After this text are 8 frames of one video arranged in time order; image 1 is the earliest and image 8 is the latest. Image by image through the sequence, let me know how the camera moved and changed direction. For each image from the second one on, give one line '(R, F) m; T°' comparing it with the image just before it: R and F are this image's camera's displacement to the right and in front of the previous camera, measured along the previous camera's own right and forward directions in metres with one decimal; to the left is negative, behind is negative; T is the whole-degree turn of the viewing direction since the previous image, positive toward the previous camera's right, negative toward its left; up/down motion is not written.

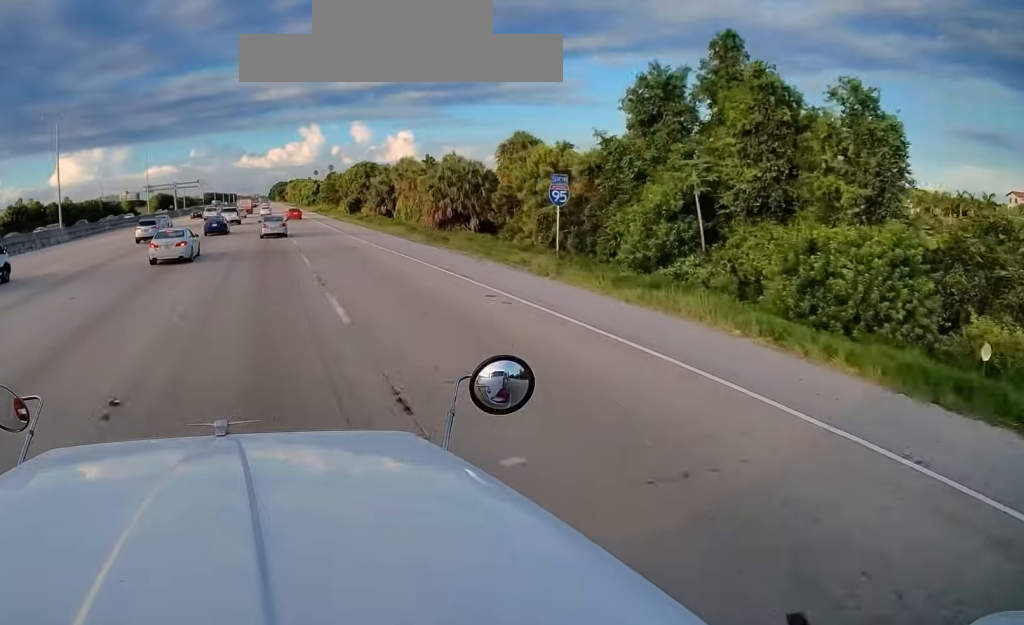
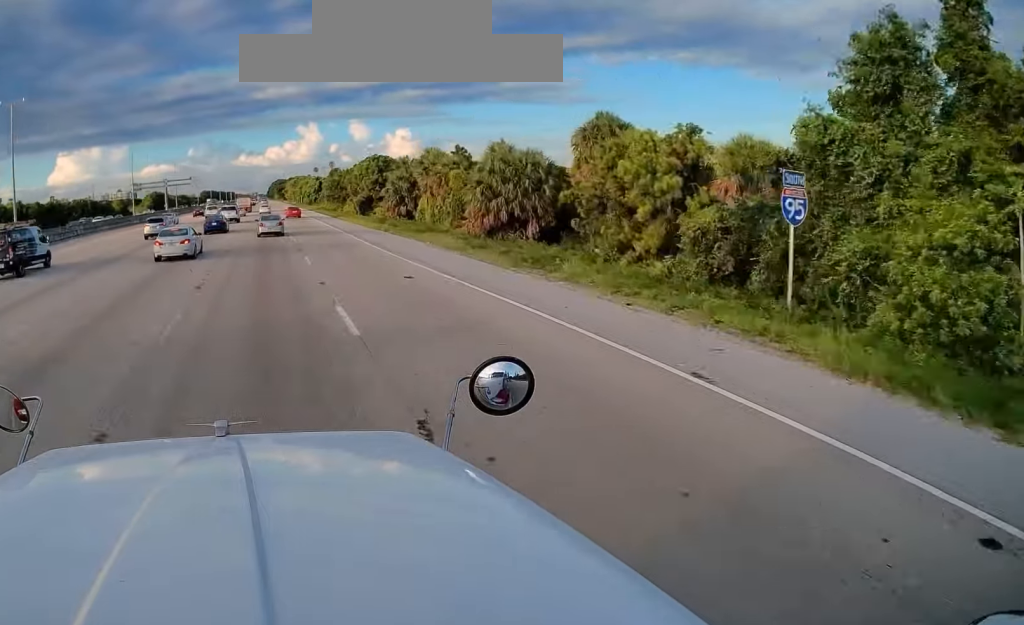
(-0.2, +13.1) m; 0°
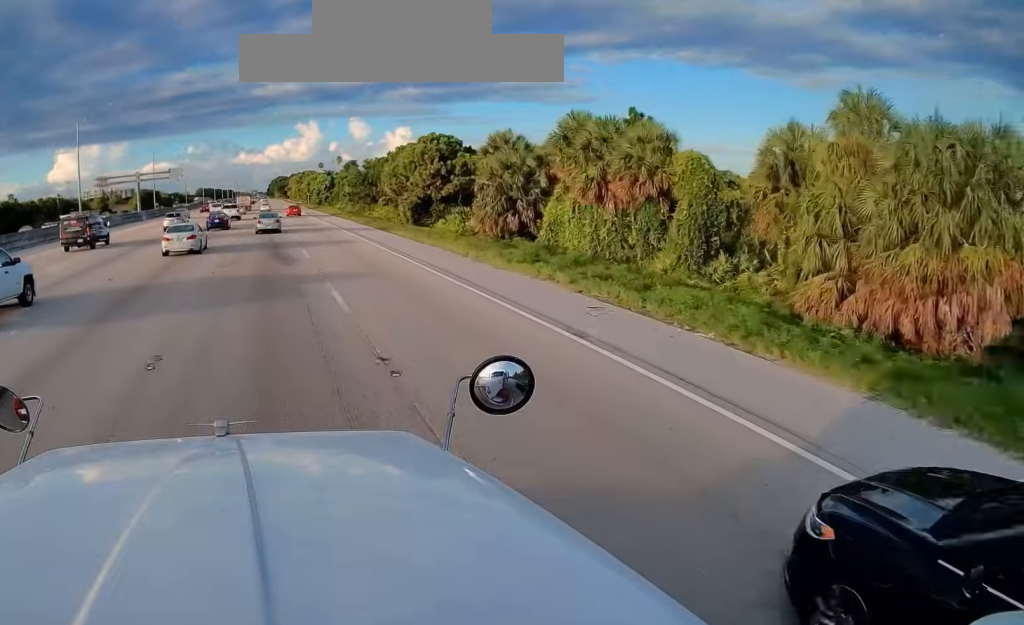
(+0.2, +32.6) m; 0°
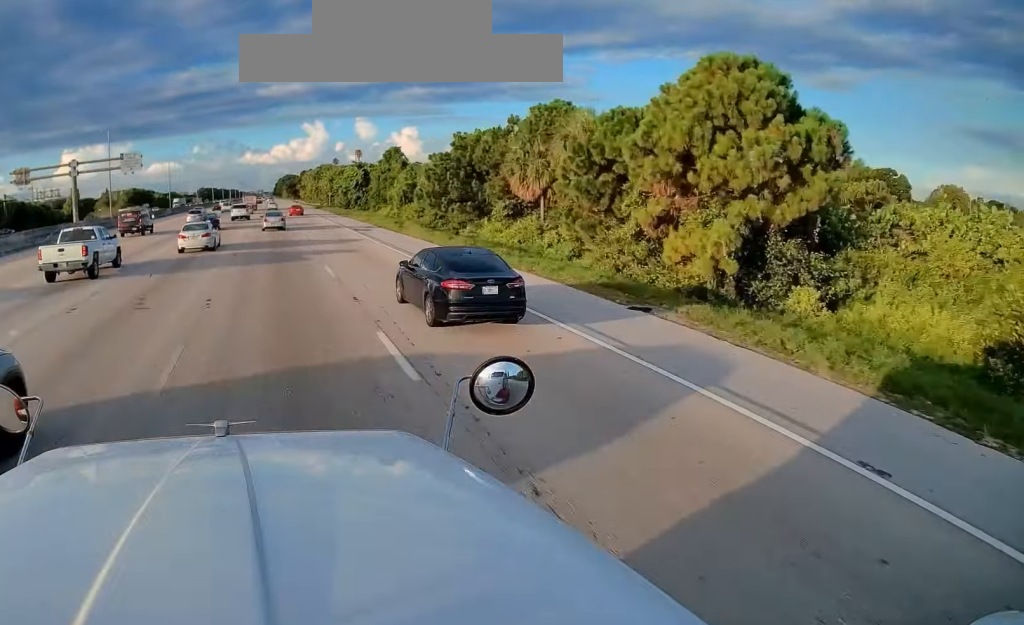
(-0.2, +40.5) m; 0°
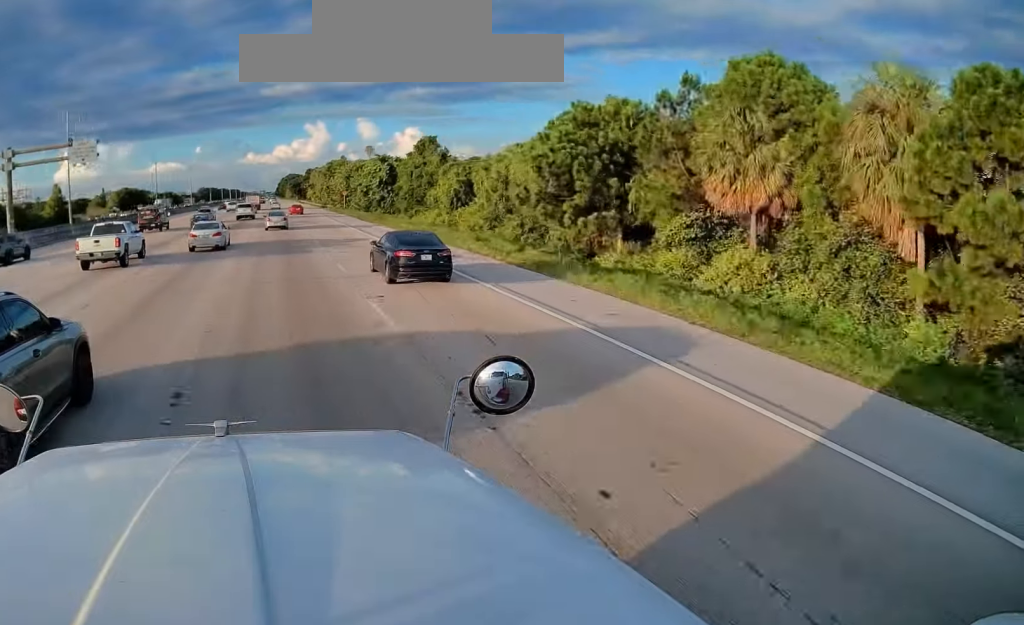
(0.0, +19.6) m; 0°
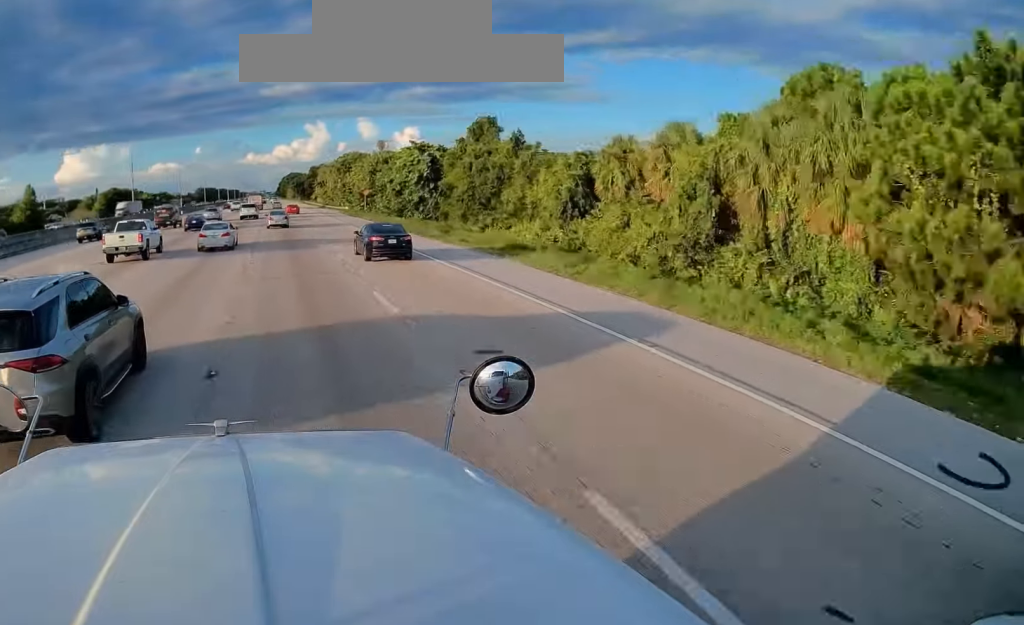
(-0.1, +18.2) m; 0°
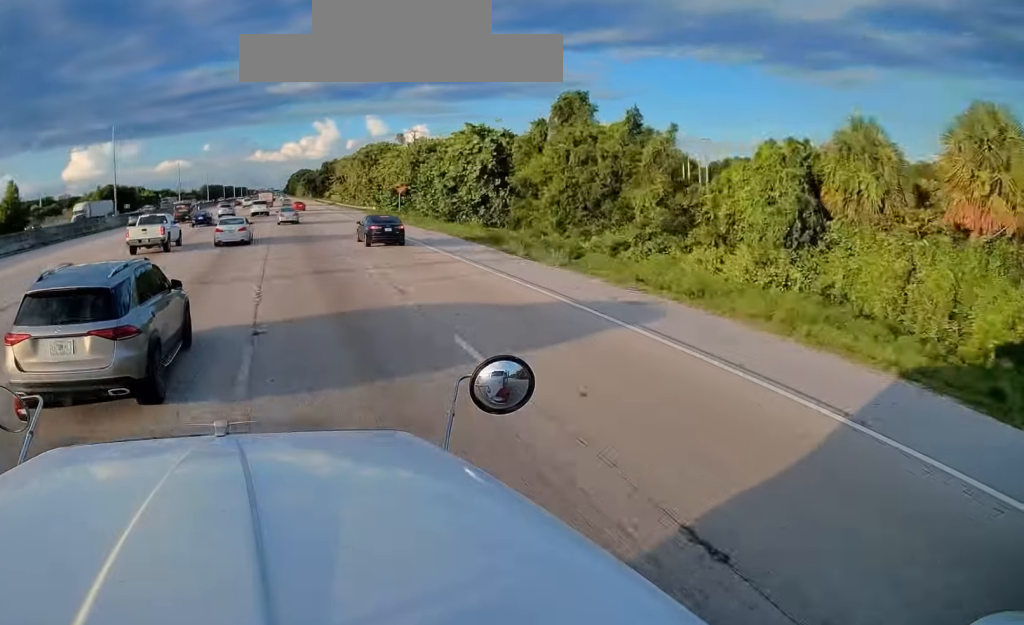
(-0.1, +13.9) m; 0°
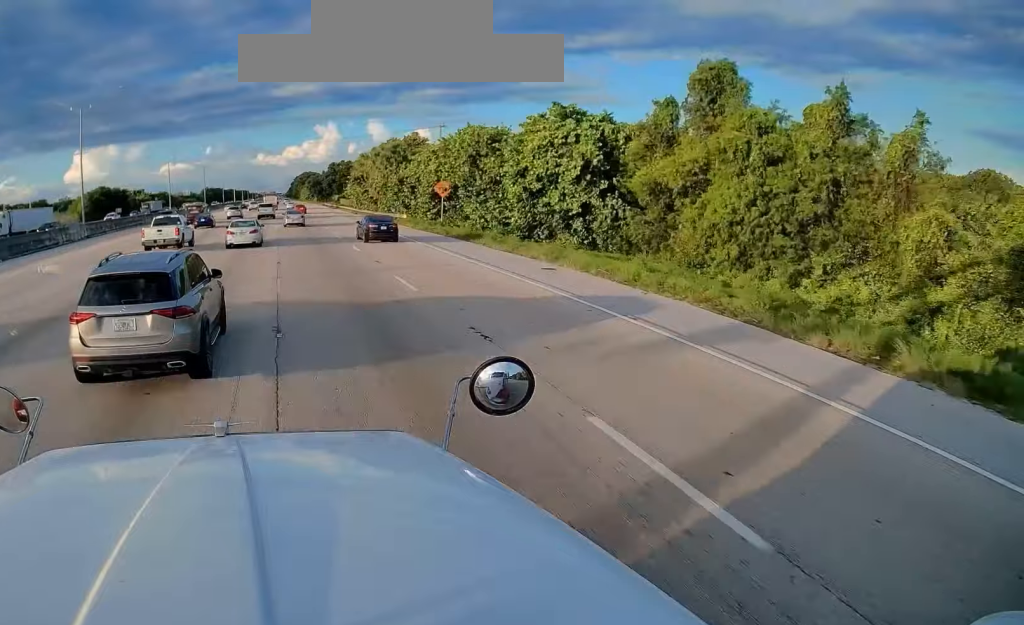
(0.0, +16.0) m; 0°
